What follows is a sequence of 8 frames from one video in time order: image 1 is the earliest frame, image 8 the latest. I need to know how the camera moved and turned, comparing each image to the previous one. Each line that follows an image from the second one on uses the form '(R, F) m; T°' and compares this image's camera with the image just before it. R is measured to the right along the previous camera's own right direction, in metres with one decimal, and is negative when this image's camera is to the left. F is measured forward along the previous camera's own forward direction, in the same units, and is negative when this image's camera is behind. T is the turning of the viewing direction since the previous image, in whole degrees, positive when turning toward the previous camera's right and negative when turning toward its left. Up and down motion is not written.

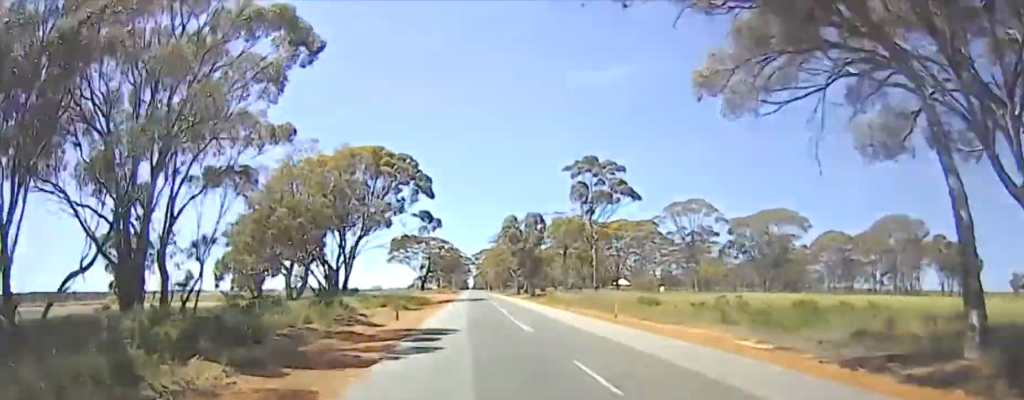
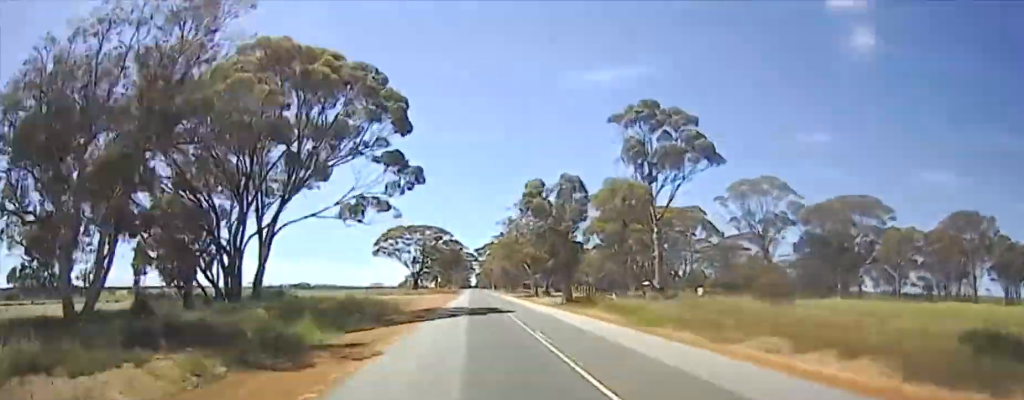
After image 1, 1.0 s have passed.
(+0.5, +33.0) m; +2°
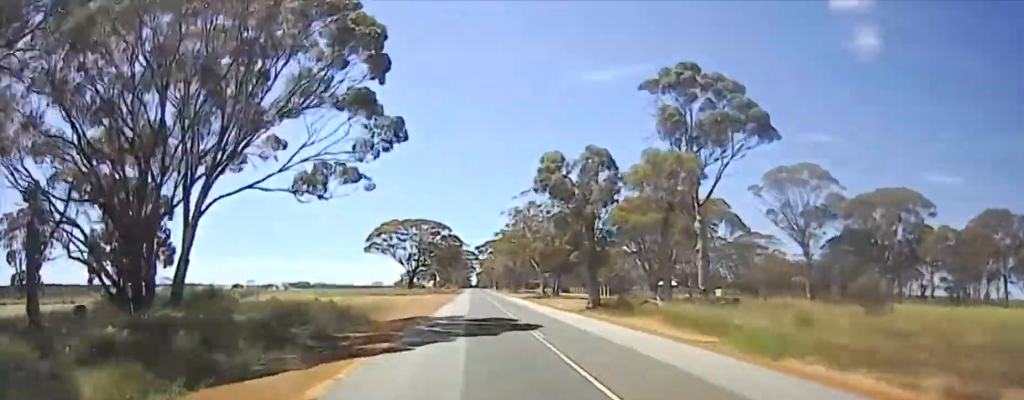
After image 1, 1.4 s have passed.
(+0.2, +14.3) m; +1°
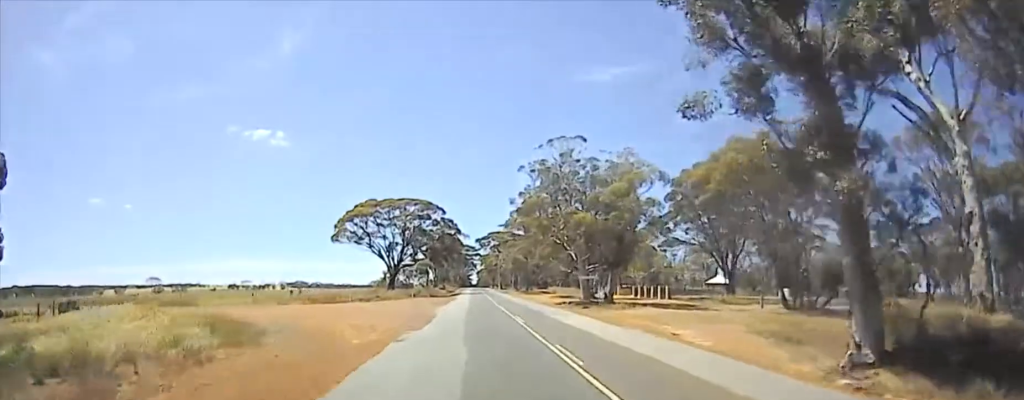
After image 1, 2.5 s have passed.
(+0.1, +38.8) m; 0°
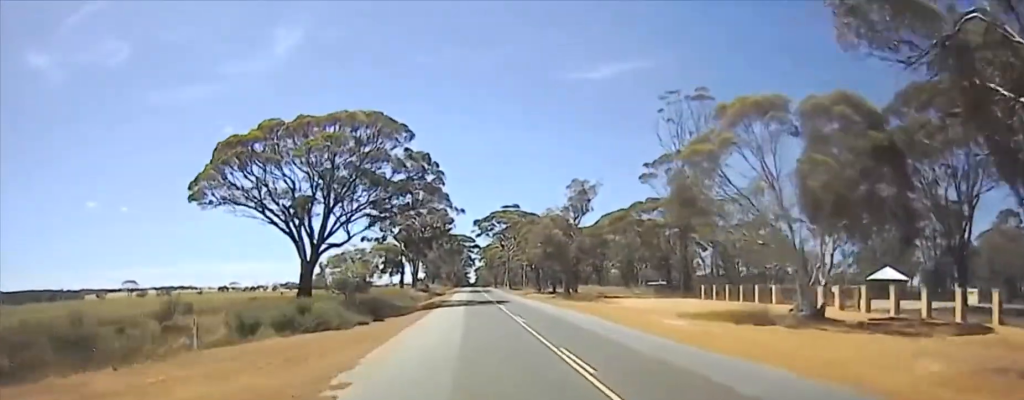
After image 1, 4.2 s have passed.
(-0.1, +61.4) m; 0°
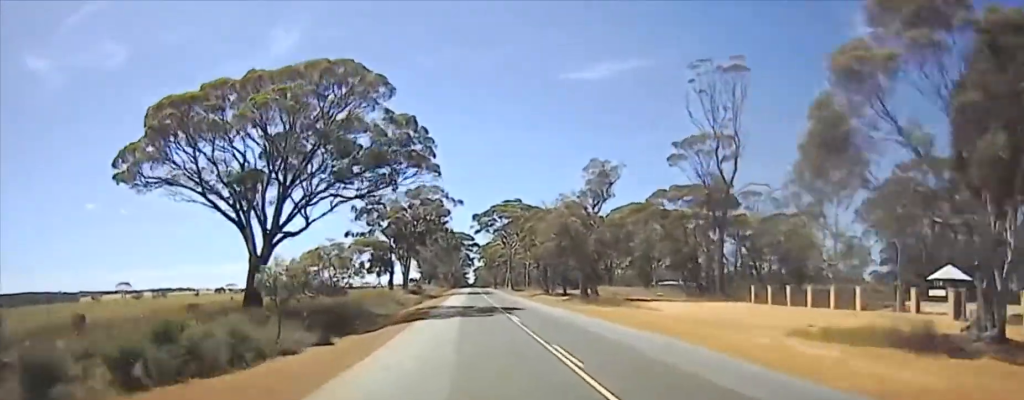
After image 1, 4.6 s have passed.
(0.0, +12.5) m; 0°
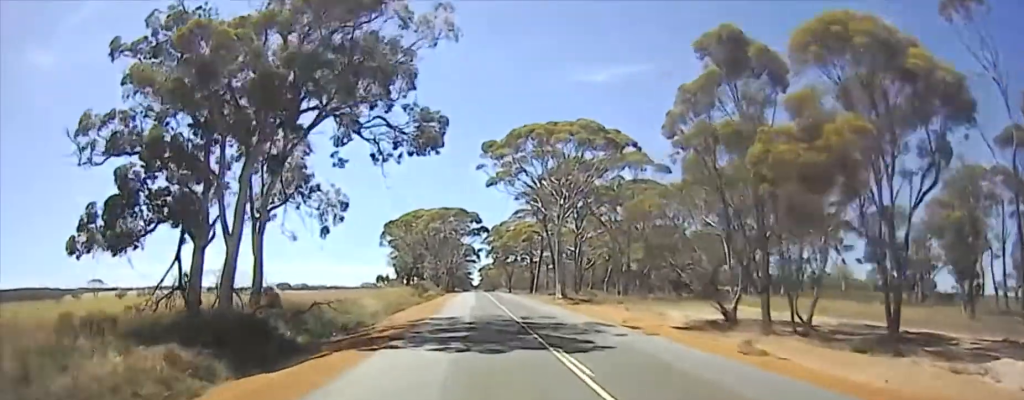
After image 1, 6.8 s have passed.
(-1.4, +63.3) m; -2°
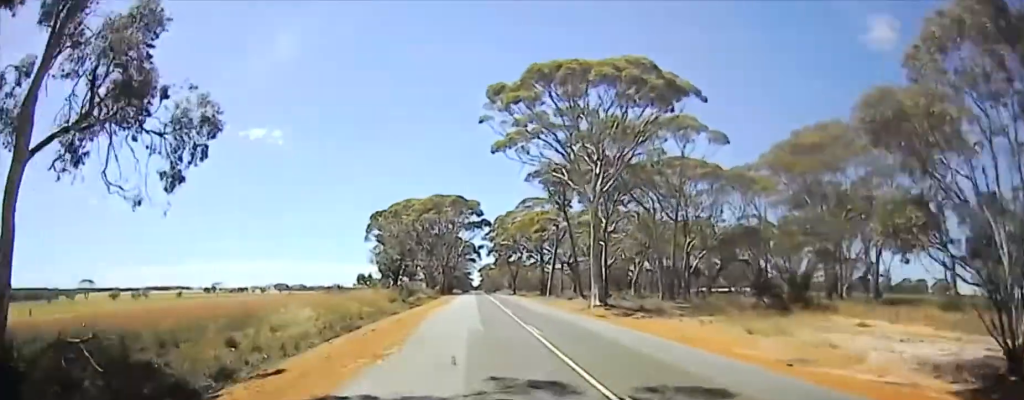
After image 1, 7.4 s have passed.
(-0.3, +18.9) m; +1°
